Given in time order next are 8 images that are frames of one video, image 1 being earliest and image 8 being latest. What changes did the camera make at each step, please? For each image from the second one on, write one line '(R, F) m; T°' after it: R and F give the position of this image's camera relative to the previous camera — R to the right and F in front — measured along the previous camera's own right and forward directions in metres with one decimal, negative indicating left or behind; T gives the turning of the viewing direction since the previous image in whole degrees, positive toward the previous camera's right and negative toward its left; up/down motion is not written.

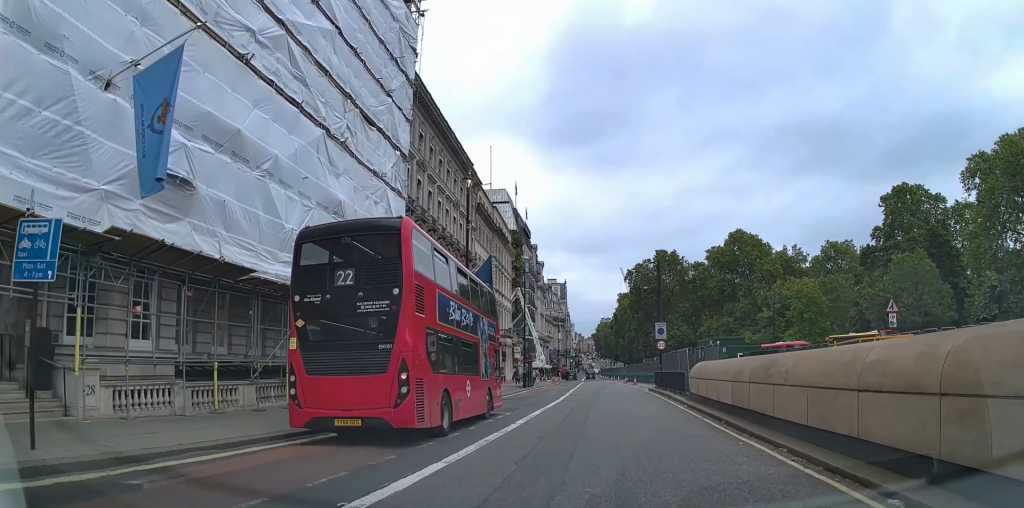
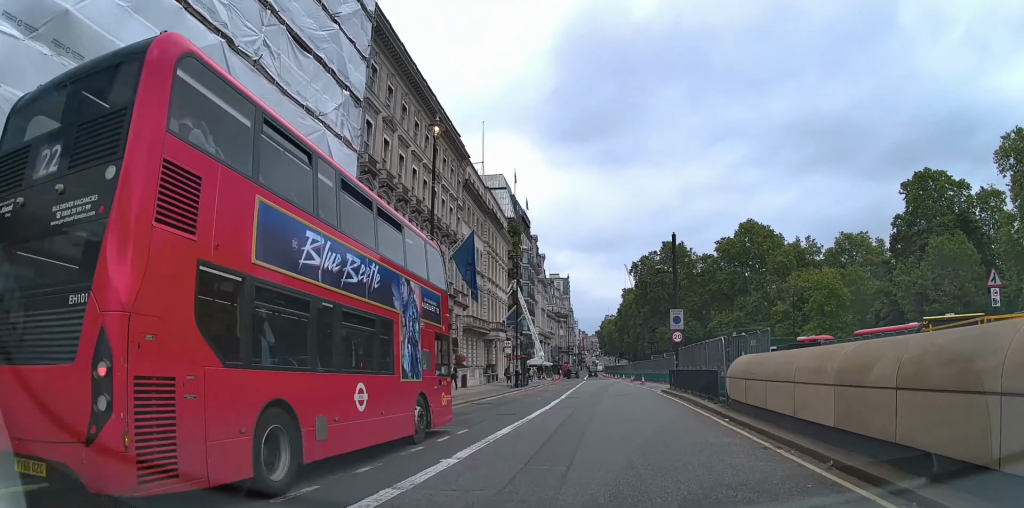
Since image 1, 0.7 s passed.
(0.0, +6.9) m; -1°
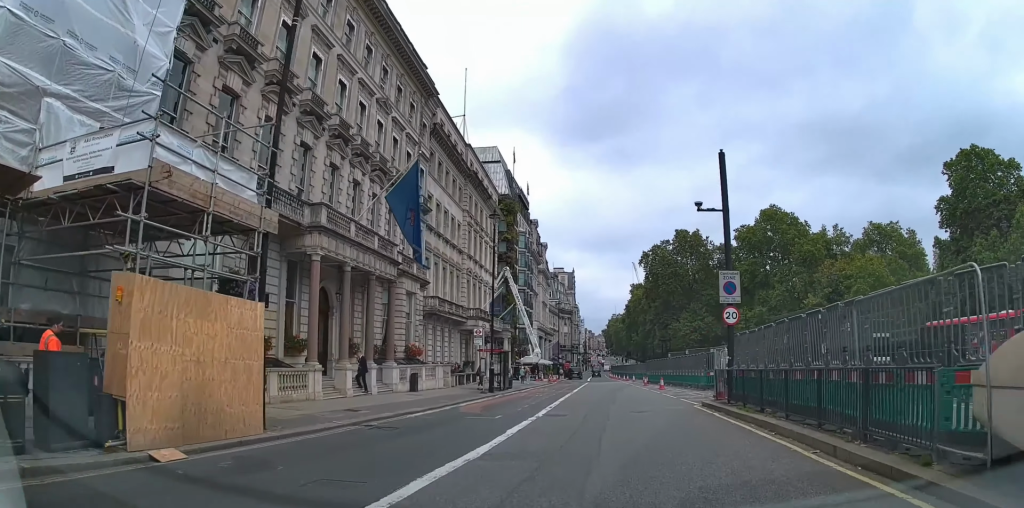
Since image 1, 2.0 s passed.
(-0.4, +12.6) m; 0°
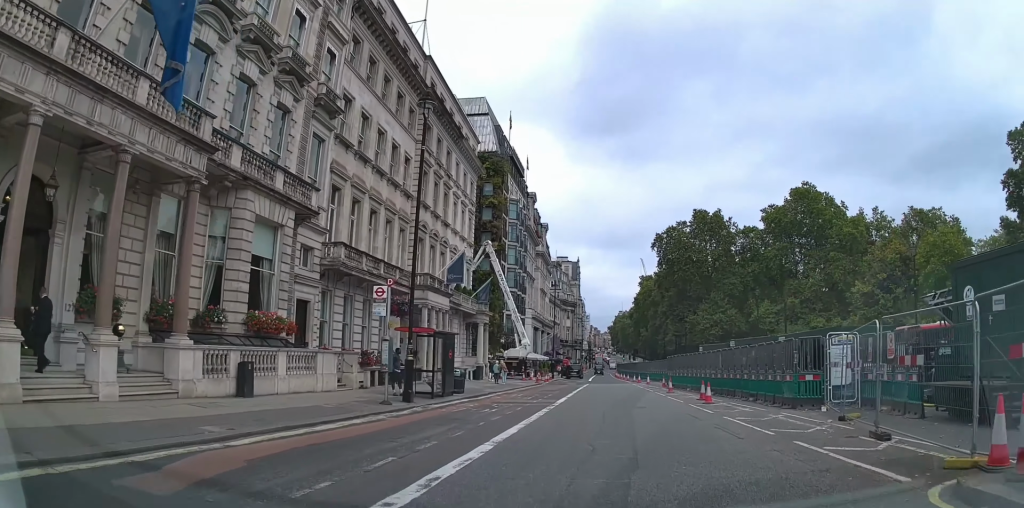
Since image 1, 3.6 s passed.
(0.0, +15.9) m; -1°
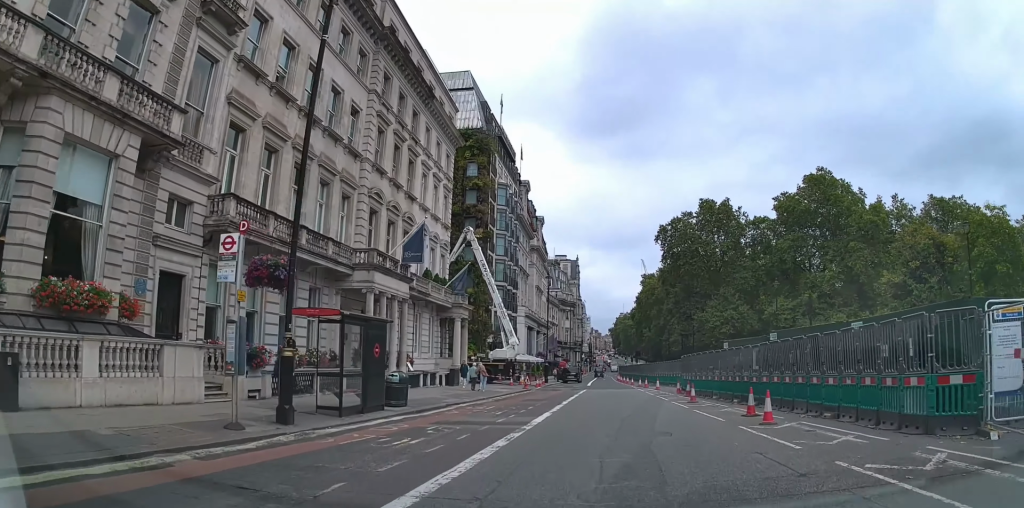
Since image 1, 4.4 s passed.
(+0.1, +8.1) m; +1°
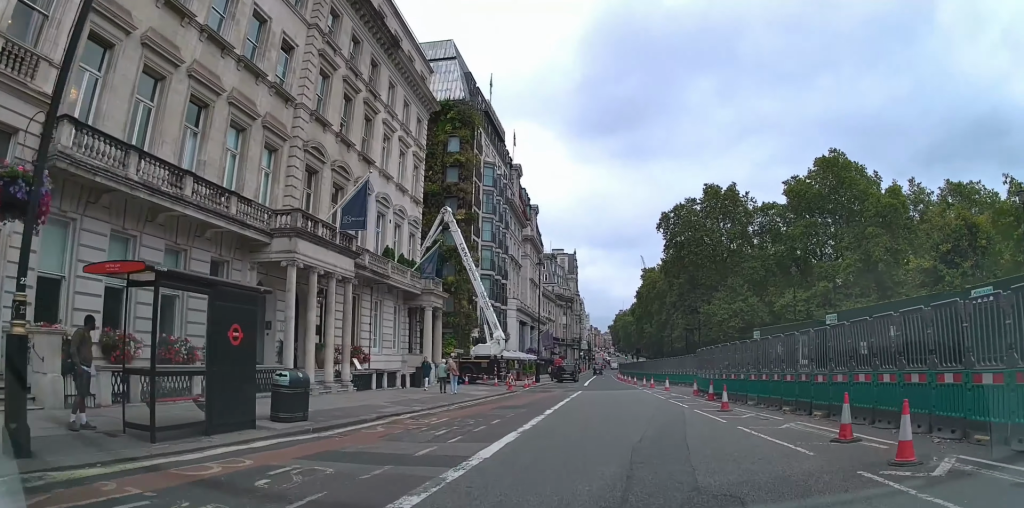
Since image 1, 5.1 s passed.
(+0.1, +6.8) m; +1°
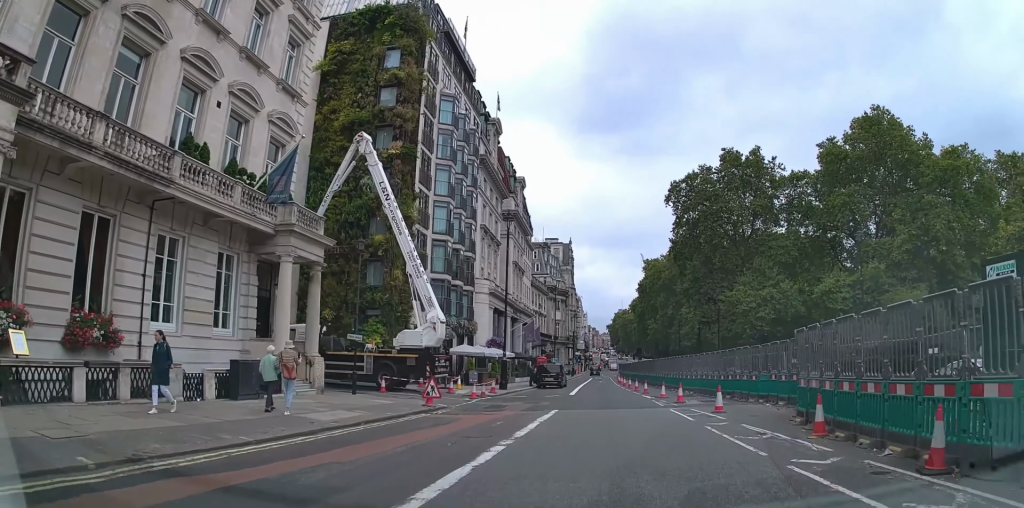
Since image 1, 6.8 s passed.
(0.0, +16.2) m; -1°
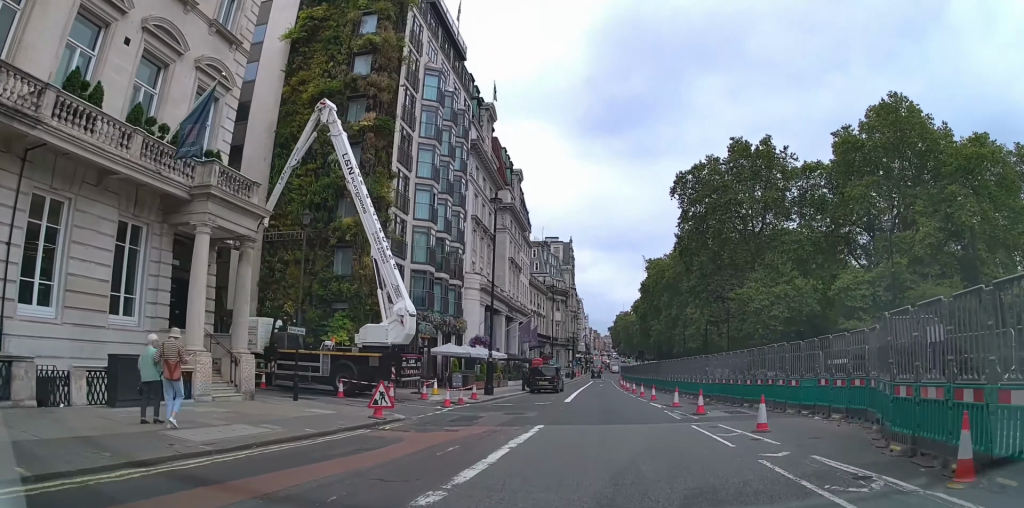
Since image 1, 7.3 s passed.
(0.0, +4.7) m; -1°
